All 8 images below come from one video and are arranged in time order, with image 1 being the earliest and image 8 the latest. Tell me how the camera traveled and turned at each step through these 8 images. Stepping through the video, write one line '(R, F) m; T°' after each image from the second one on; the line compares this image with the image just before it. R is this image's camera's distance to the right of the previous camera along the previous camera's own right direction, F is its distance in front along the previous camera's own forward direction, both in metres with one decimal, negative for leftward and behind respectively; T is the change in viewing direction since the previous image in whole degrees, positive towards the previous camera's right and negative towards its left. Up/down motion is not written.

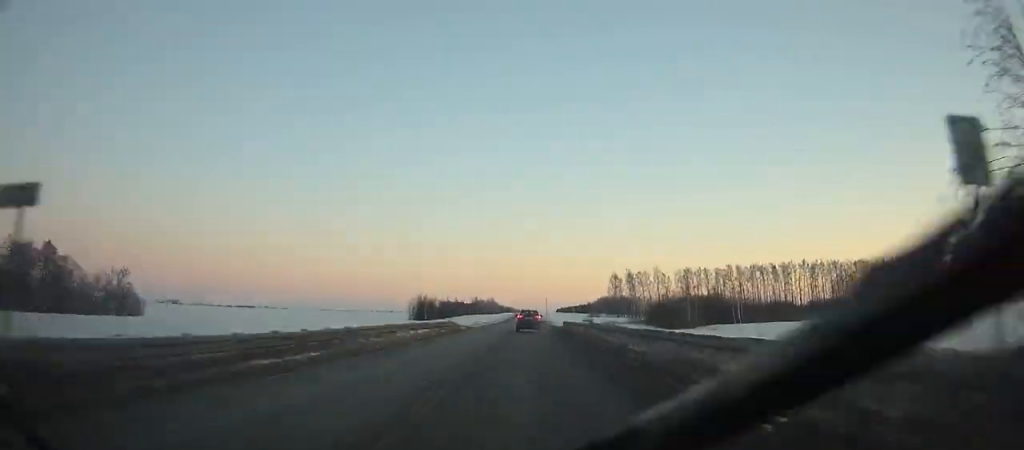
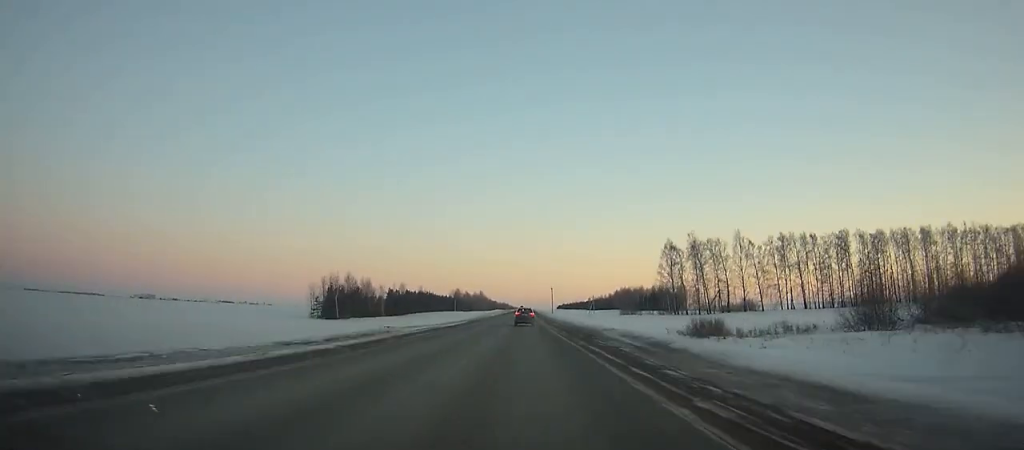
(-0.4, +116.9) m; 0°
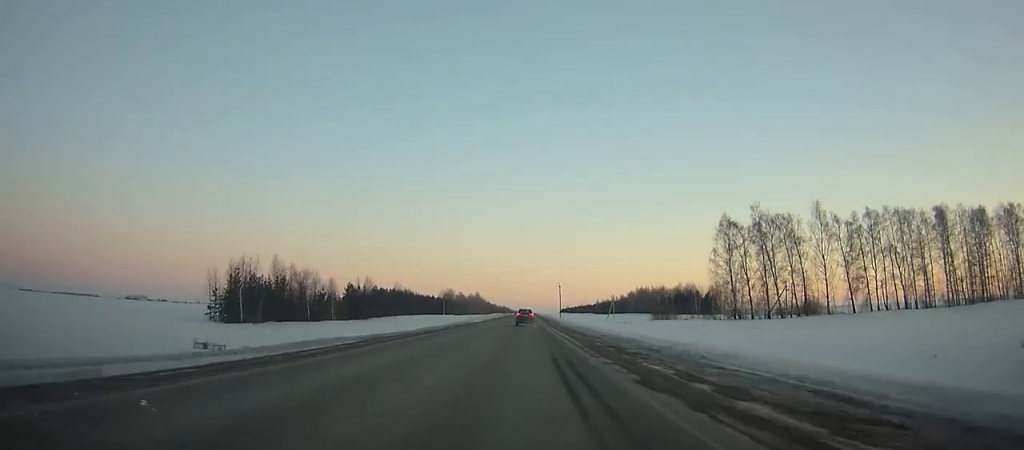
(-0.1, +48.1) m; 0°
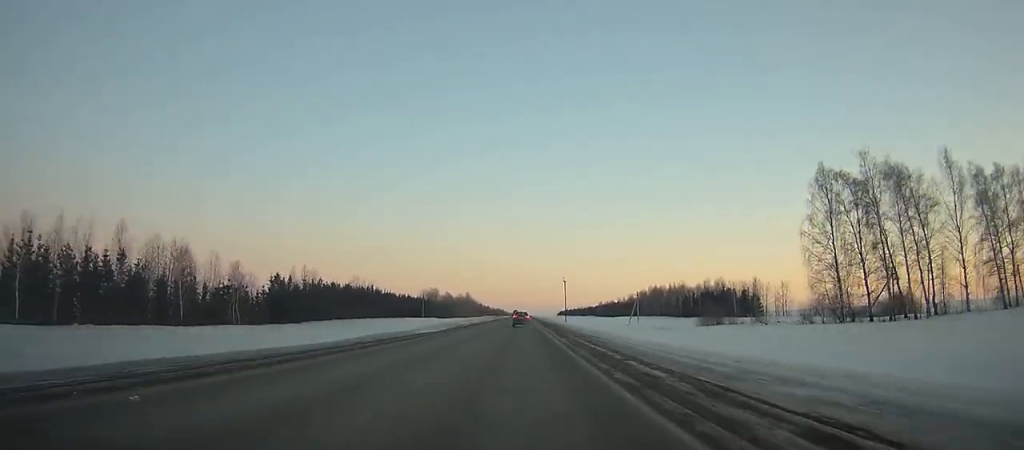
(-0.1, +45.6) m; 0°
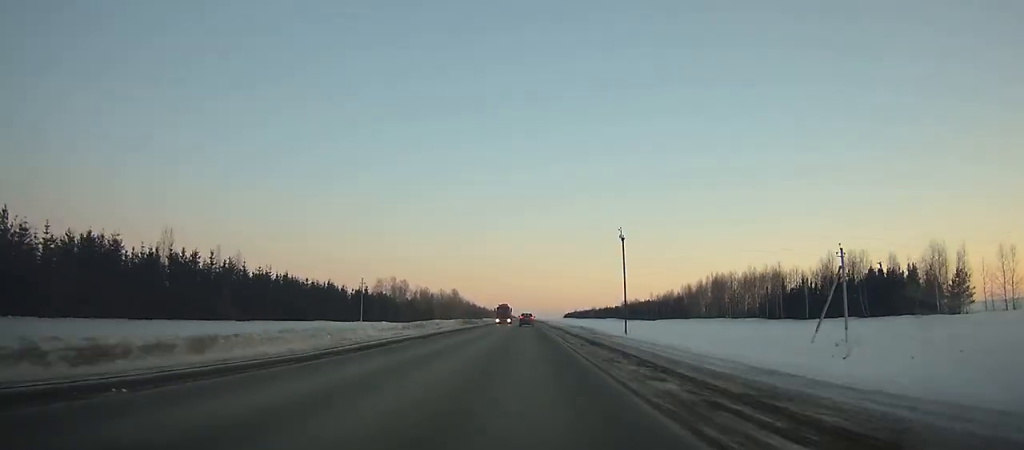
(+0.4, +90.8) m; 0°
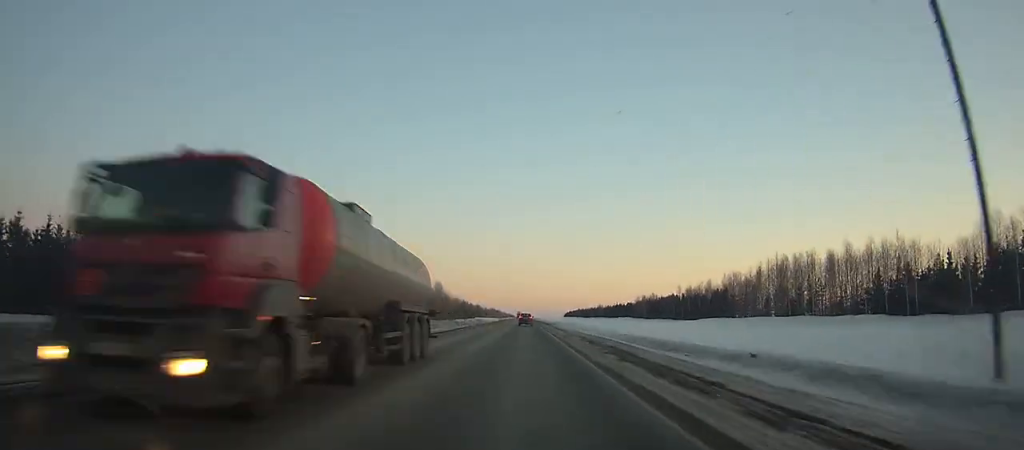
(+0.1, +53.1) m; 0°
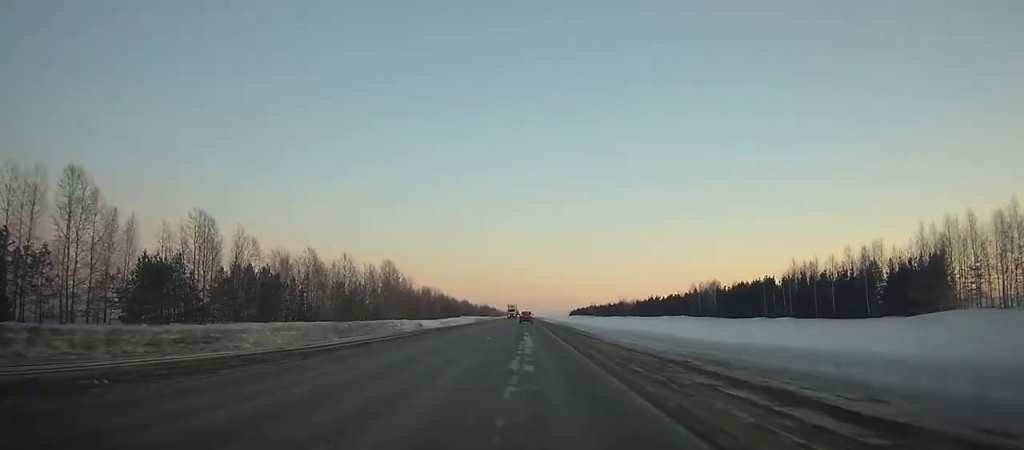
(0.0, +95.4) m; 0°
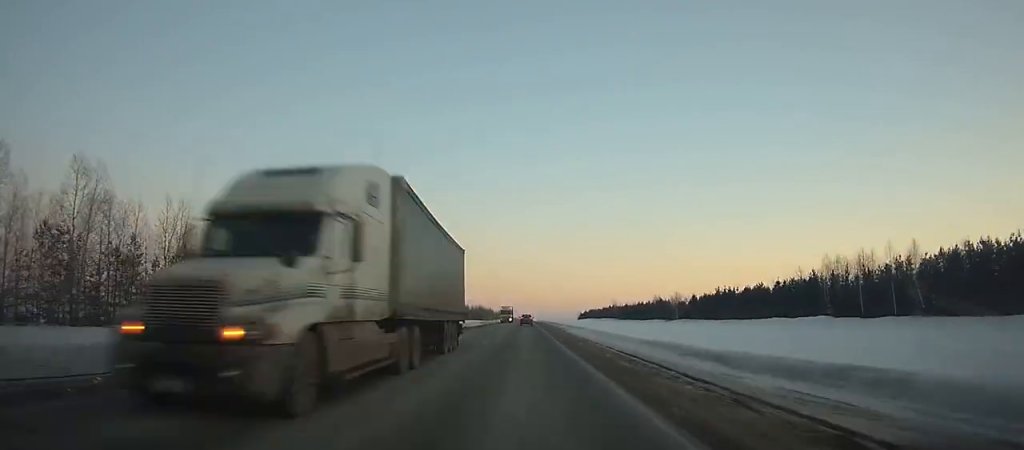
(0.0, +89.6) m; 0°
